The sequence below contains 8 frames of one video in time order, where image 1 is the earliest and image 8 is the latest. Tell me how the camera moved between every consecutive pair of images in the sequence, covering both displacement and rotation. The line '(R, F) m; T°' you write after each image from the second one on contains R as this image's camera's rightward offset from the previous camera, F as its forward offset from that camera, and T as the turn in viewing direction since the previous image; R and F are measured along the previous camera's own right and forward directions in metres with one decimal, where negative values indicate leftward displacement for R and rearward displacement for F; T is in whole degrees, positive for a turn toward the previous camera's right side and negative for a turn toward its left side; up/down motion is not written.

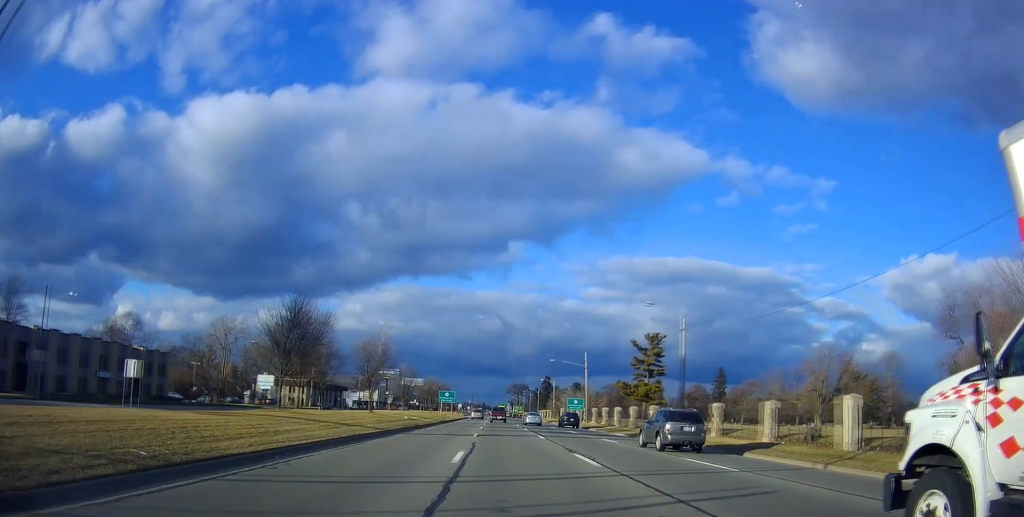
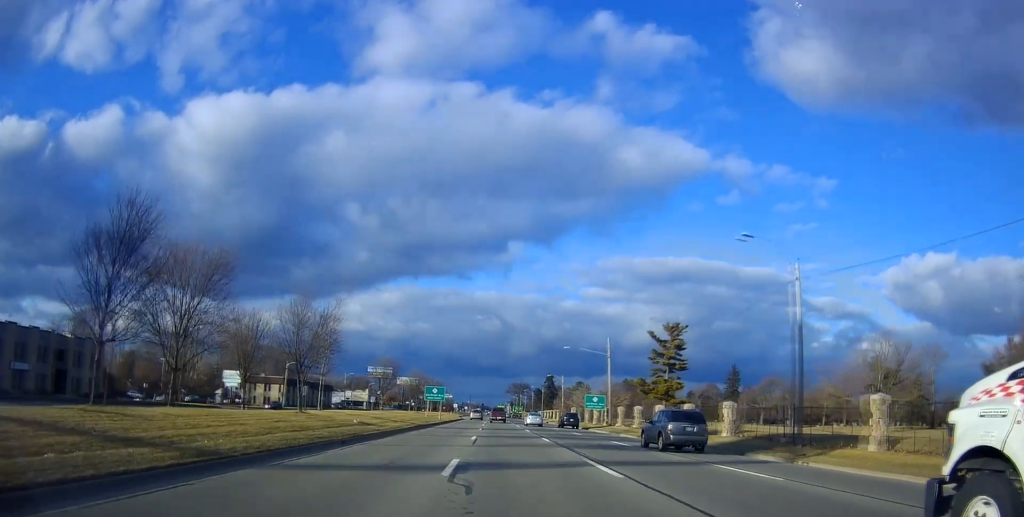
(+0.1, +18.0) m; 0°
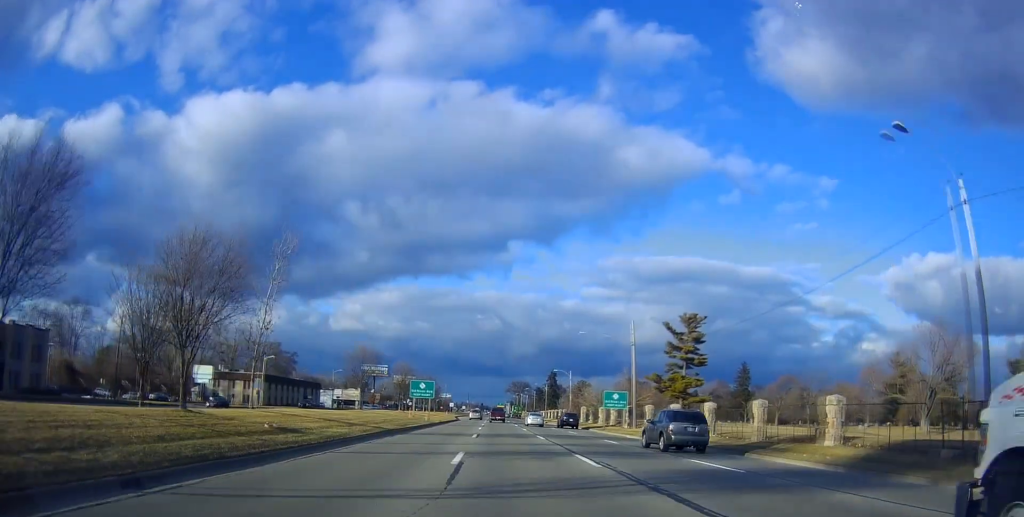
(-0.2, +12.6) m; 0°
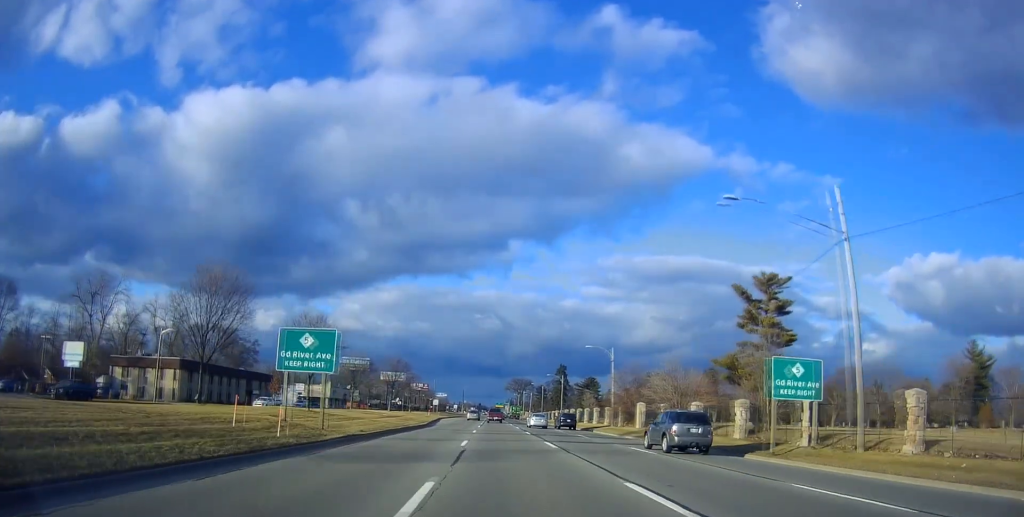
(-0.3, +37.9) m; -1°
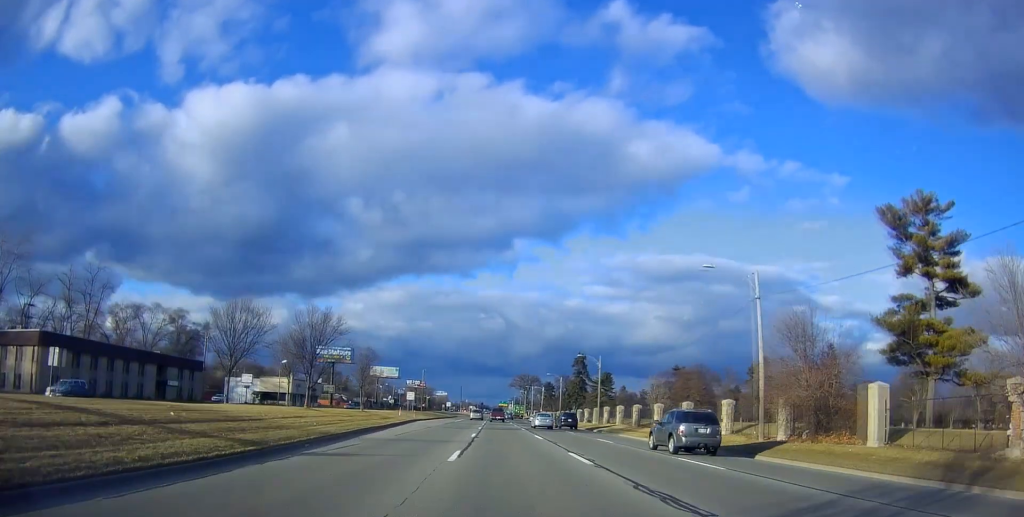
(+0.5, +37.4) m; +1°
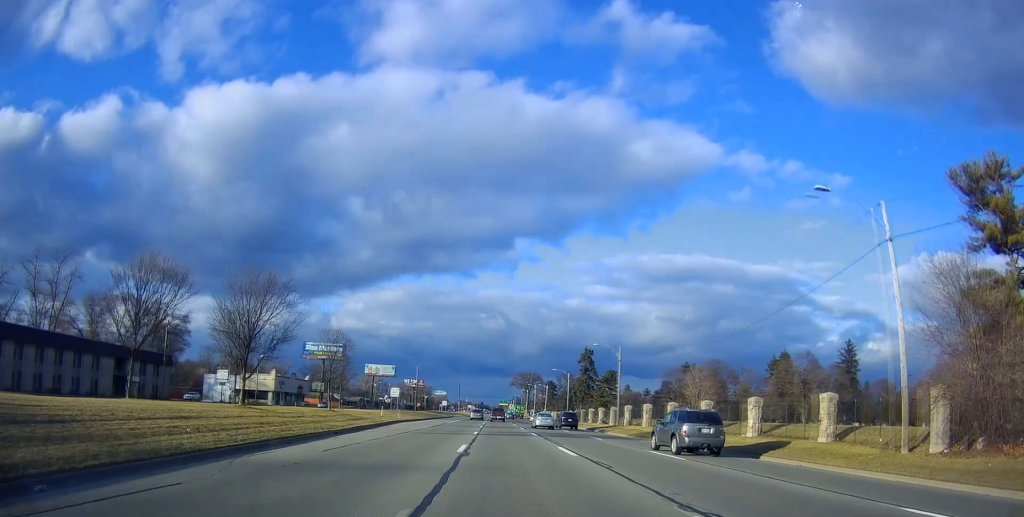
(-0.2, +12.1) m; 0°
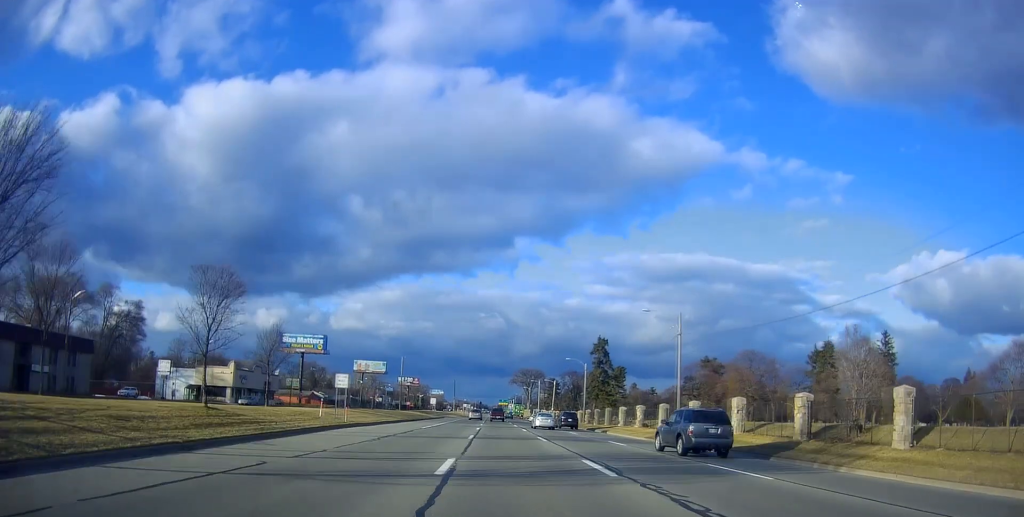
(+0.1, +21.7) m; -1°
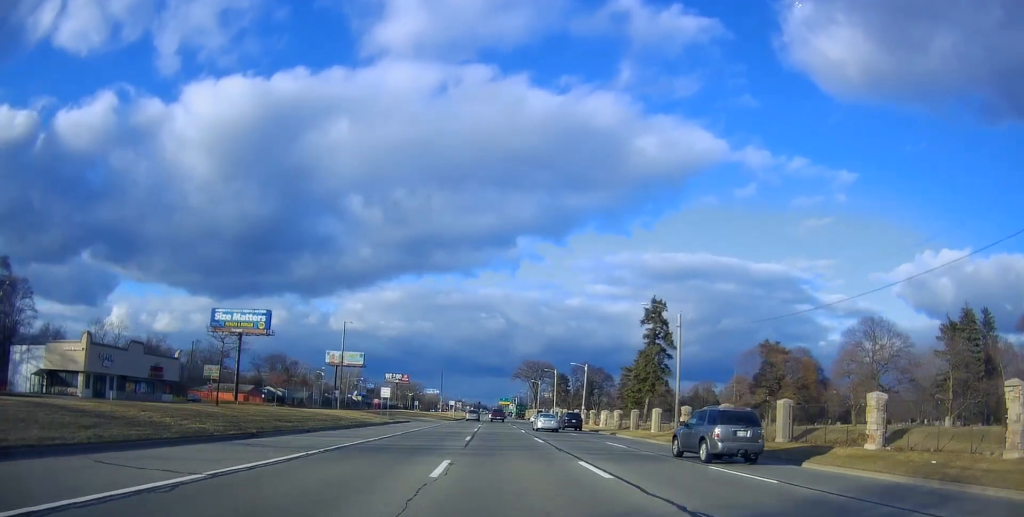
(-0.4, +46.0) m; 0°
